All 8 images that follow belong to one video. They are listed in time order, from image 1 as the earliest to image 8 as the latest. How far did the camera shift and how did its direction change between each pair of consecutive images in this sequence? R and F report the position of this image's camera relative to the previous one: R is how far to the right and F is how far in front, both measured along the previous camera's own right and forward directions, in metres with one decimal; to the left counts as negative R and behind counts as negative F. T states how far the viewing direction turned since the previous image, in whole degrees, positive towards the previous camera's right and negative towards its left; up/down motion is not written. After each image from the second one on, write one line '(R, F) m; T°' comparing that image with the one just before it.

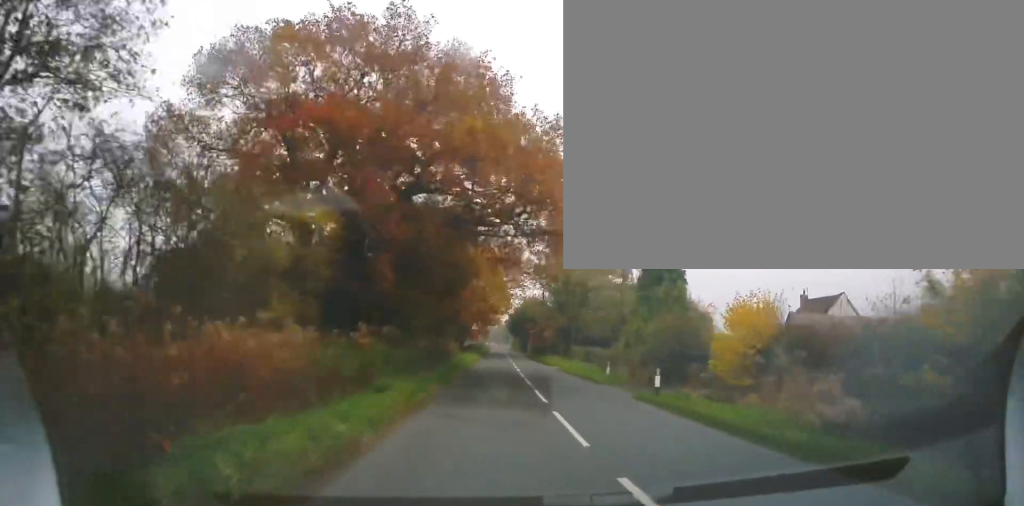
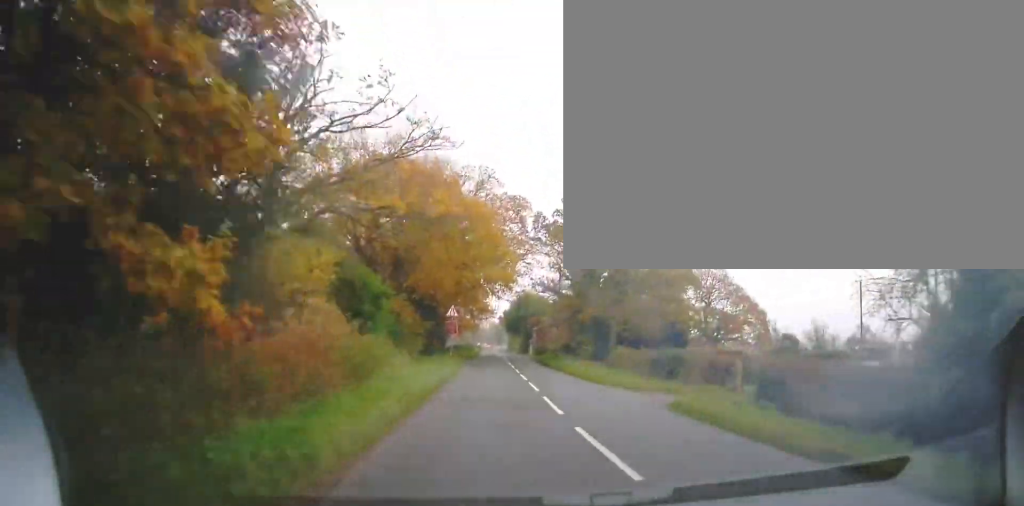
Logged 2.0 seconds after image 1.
(+0.5, +26.7) m; +1°
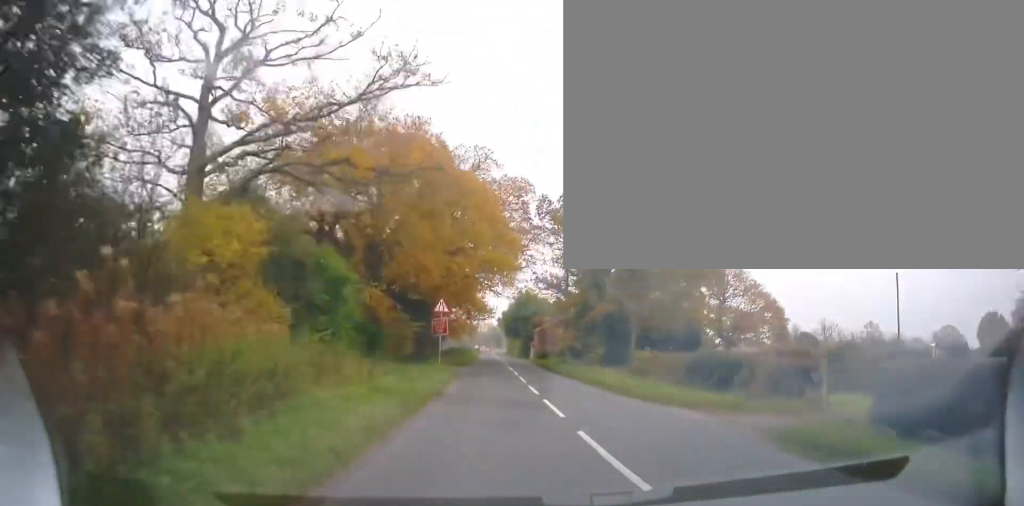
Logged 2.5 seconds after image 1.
(0.0, +6.4) m; 0°
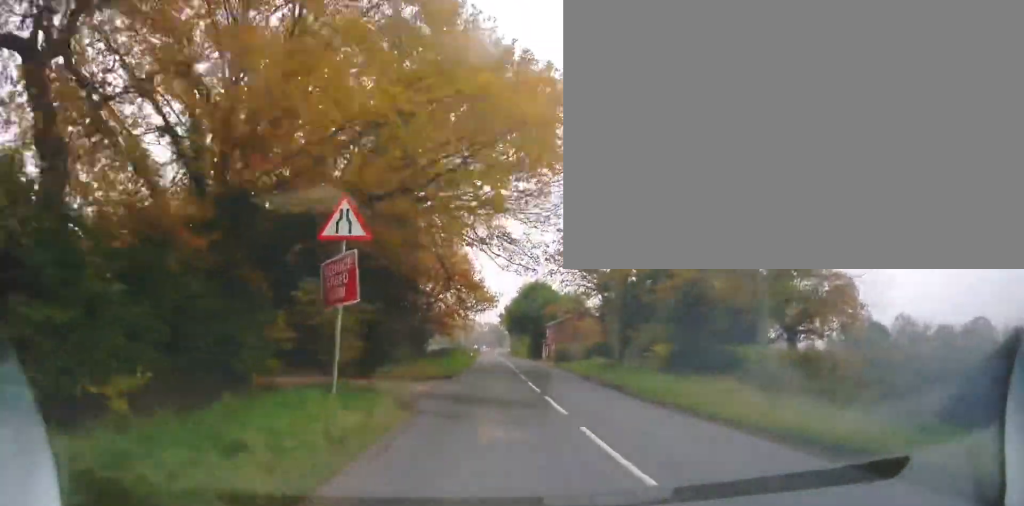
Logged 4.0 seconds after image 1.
(0.0, +18.4) m; -1°
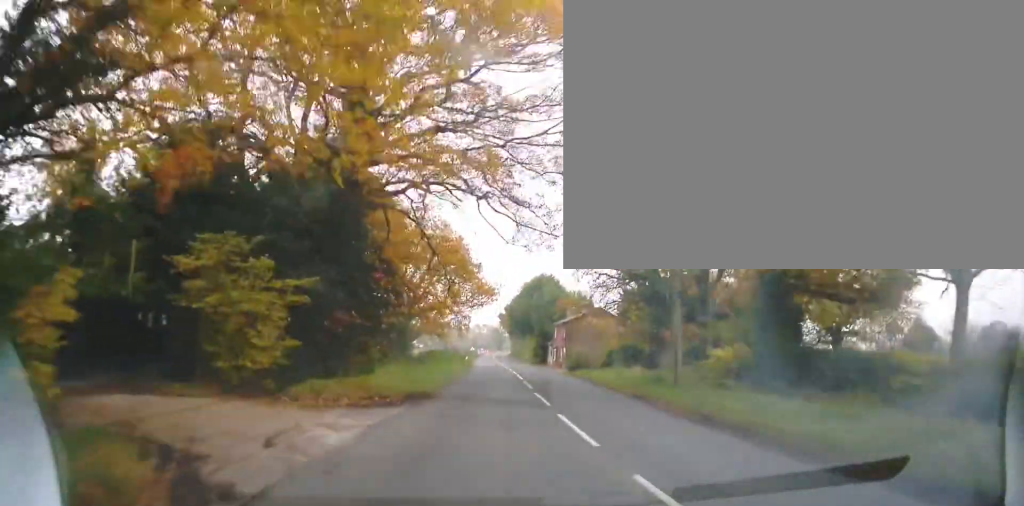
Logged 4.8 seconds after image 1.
(-0.2, +9.7) m; 0°
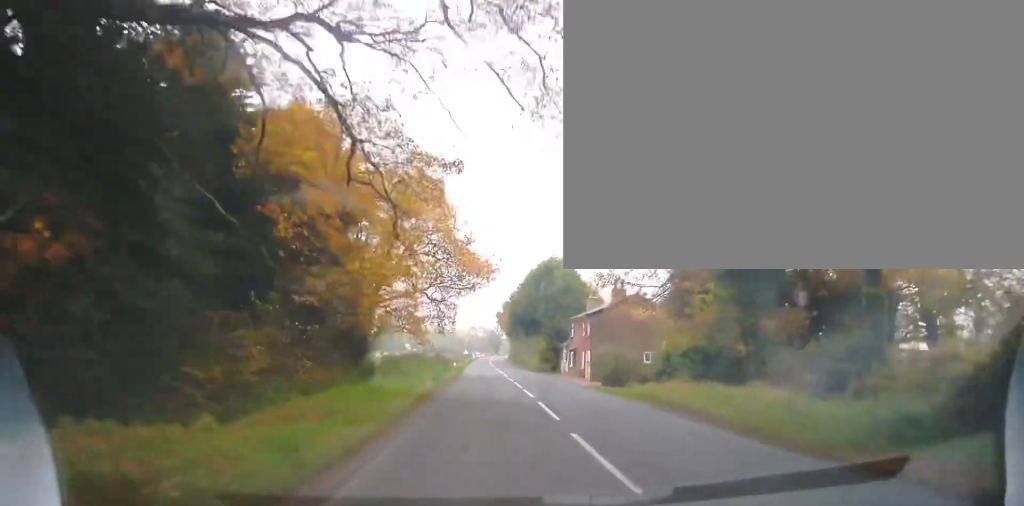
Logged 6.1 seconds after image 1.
(+0.1, +14.9) m; +3°
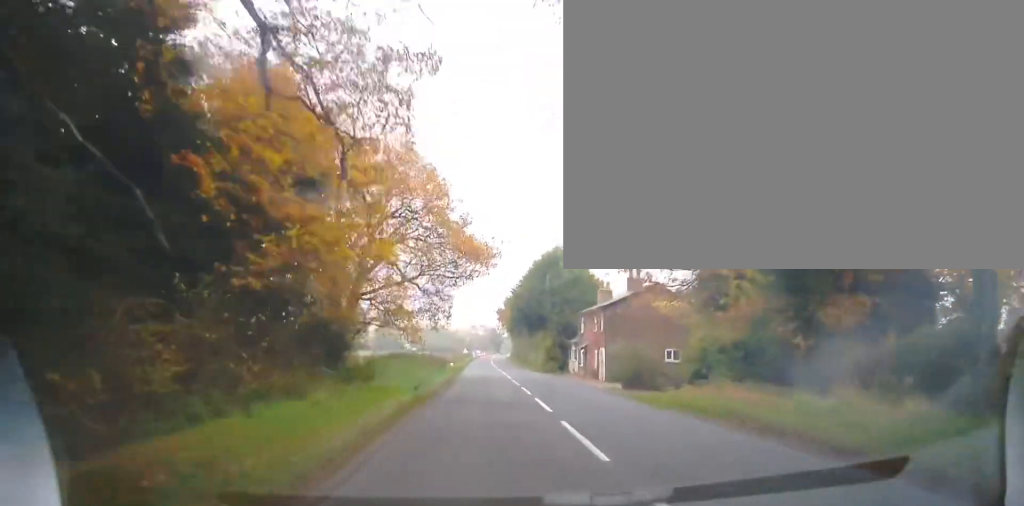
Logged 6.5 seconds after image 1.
(+0.1, +5.0) m; 0°
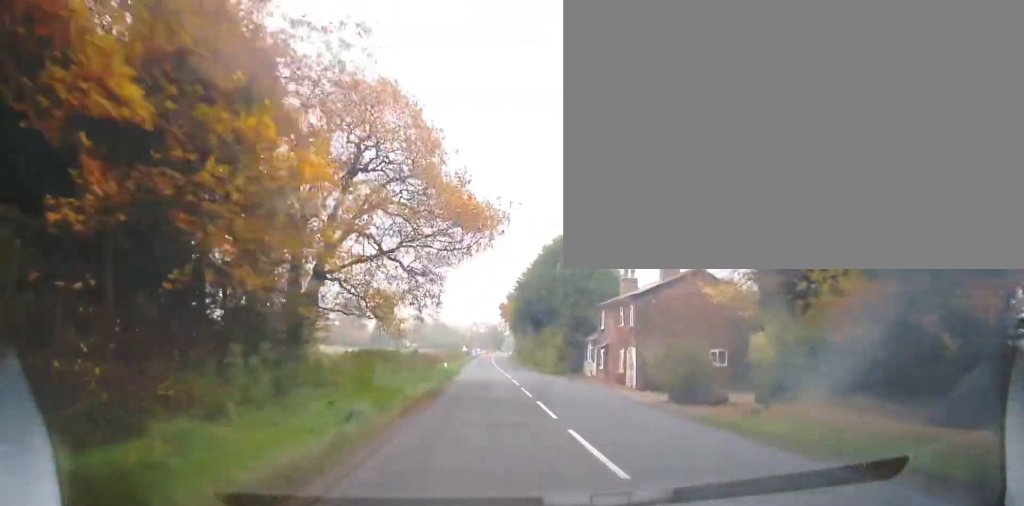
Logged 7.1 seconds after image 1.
(+0.2, +6.9) m; 0°
